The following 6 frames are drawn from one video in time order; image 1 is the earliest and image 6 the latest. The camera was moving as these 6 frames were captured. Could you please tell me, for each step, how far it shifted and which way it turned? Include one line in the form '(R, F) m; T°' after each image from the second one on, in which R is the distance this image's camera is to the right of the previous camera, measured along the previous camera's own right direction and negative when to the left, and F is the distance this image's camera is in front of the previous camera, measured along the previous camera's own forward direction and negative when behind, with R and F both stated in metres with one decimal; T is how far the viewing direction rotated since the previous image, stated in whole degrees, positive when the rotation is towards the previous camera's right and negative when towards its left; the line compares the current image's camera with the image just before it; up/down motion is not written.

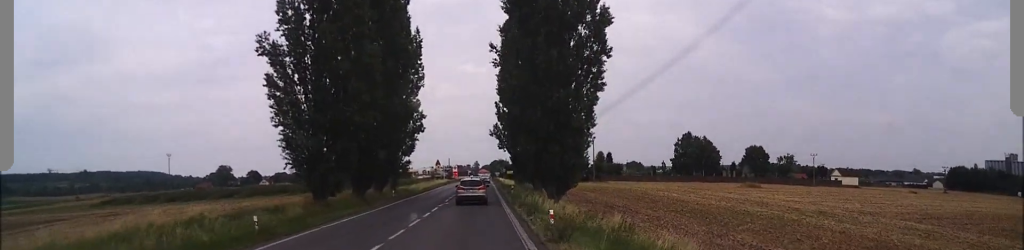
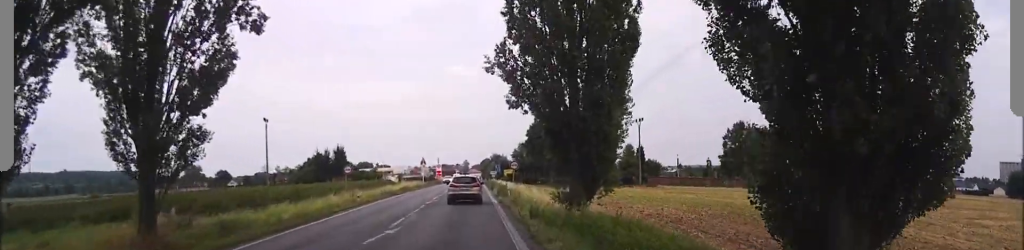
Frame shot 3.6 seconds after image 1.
(-0.5, +51.9) m; -2°
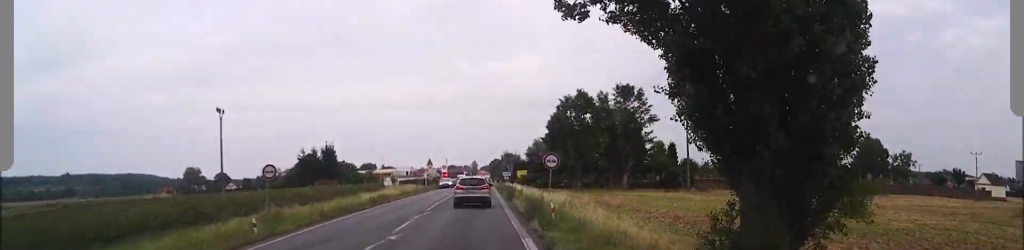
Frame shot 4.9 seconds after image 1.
(0.0, +20.6) m; +1°
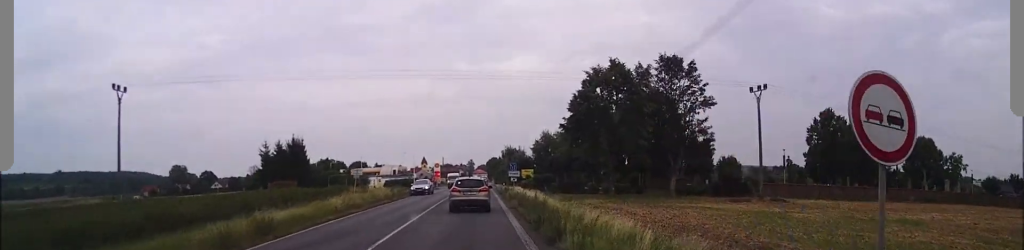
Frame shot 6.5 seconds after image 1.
(+0.4, +22.9) m; -1°
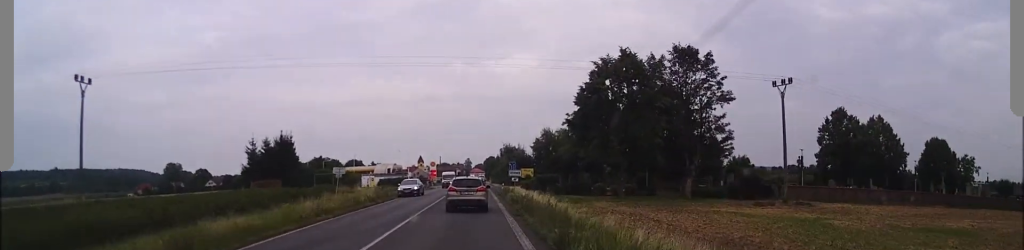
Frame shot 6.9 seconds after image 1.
(0.0, +5.6) m; -1°
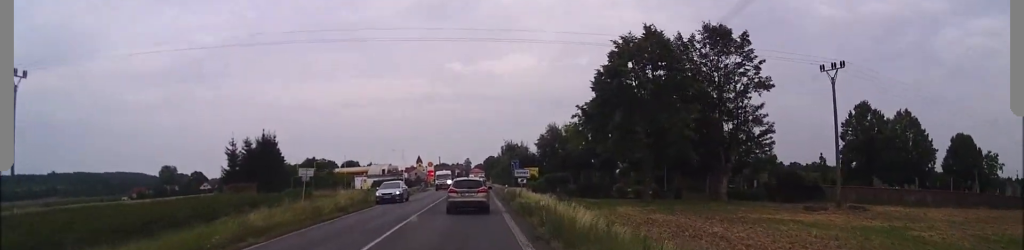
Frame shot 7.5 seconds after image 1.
(-0.6, +9.0) m; 0°
